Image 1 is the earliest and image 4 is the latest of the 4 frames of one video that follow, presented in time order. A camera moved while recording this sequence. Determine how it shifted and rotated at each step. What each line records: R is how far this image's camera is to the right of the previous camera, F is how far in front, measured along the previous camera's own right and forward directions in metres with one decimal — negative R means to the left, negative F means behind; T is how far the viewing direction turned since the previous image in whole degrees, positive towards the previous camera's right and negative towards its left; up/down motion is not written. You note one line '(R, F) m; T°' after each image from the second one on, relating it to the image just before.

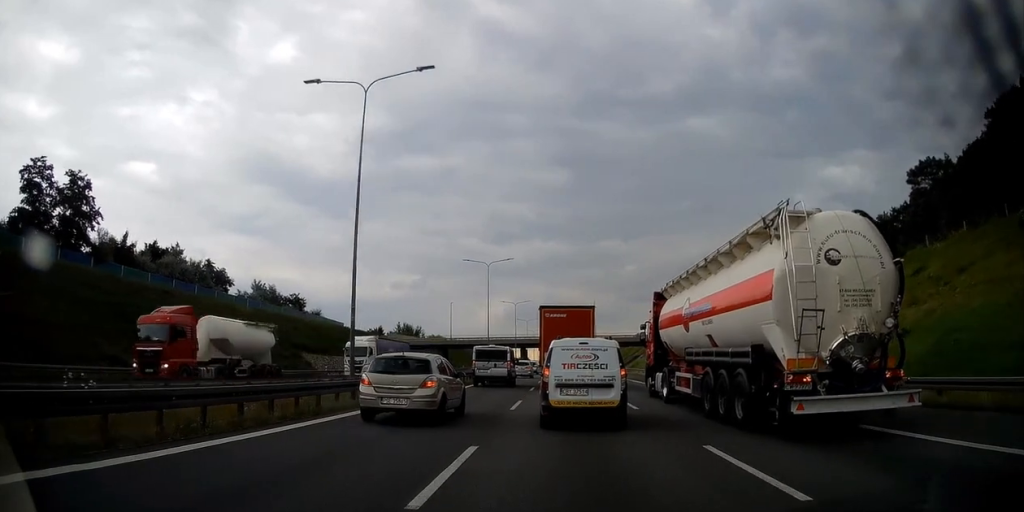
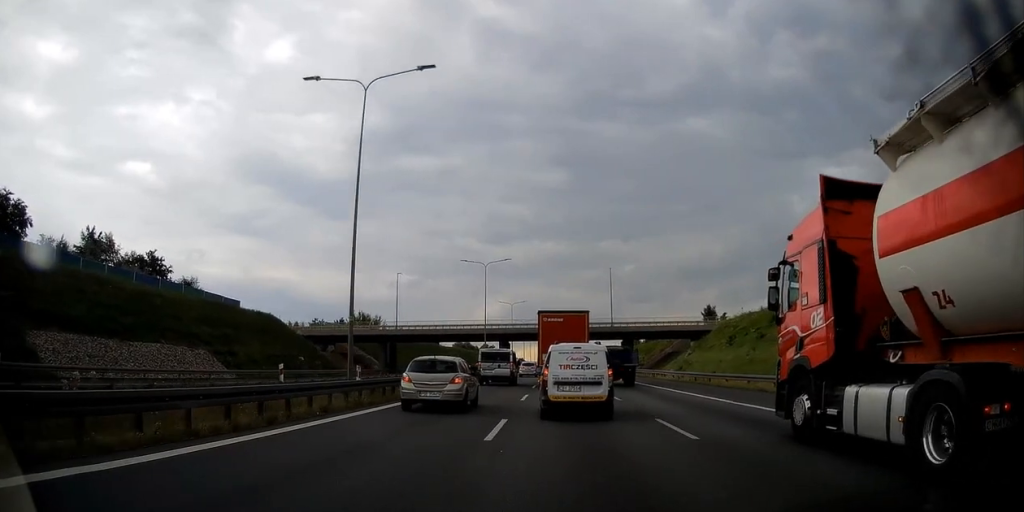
(+0.4, +44.0) m; 0°
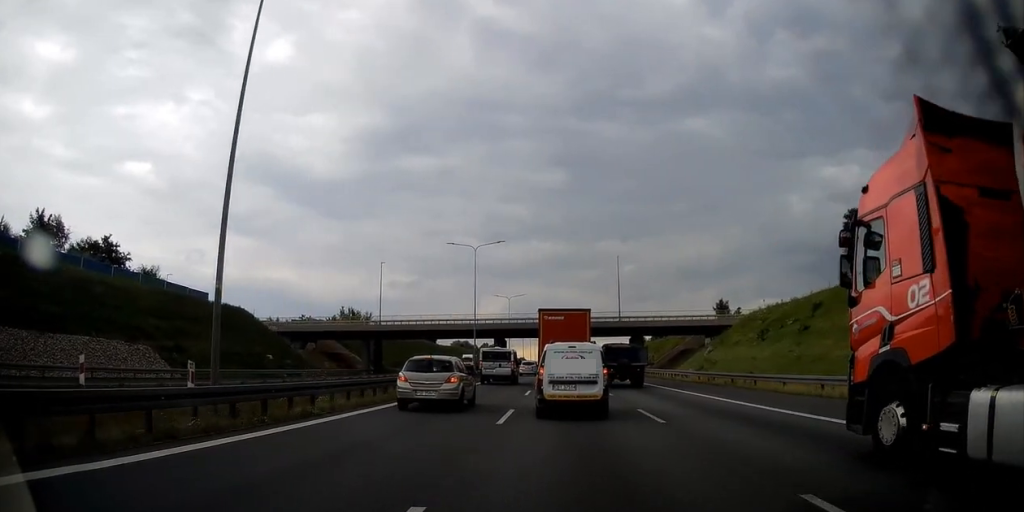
(0.0, +8.9) m; +2°
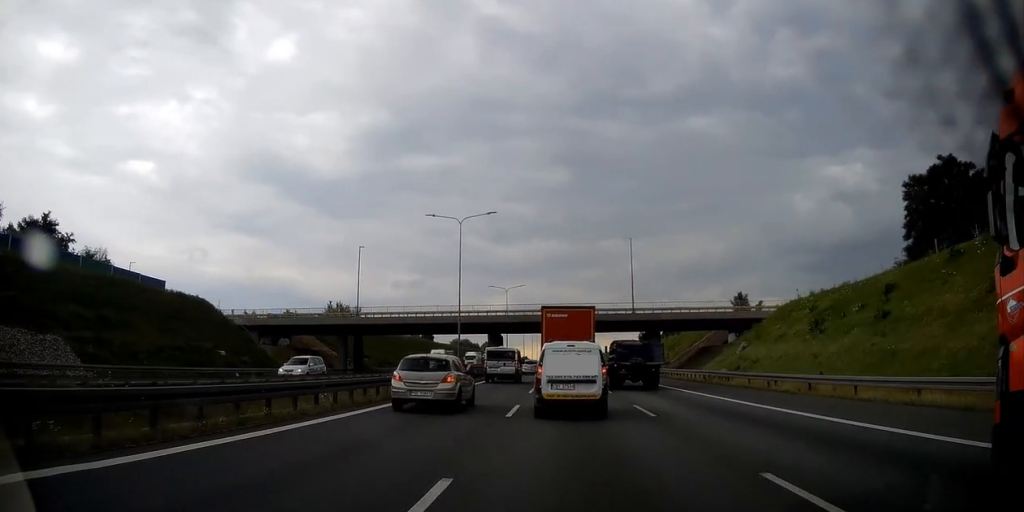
(+0.3, +10.2) m; -1°
